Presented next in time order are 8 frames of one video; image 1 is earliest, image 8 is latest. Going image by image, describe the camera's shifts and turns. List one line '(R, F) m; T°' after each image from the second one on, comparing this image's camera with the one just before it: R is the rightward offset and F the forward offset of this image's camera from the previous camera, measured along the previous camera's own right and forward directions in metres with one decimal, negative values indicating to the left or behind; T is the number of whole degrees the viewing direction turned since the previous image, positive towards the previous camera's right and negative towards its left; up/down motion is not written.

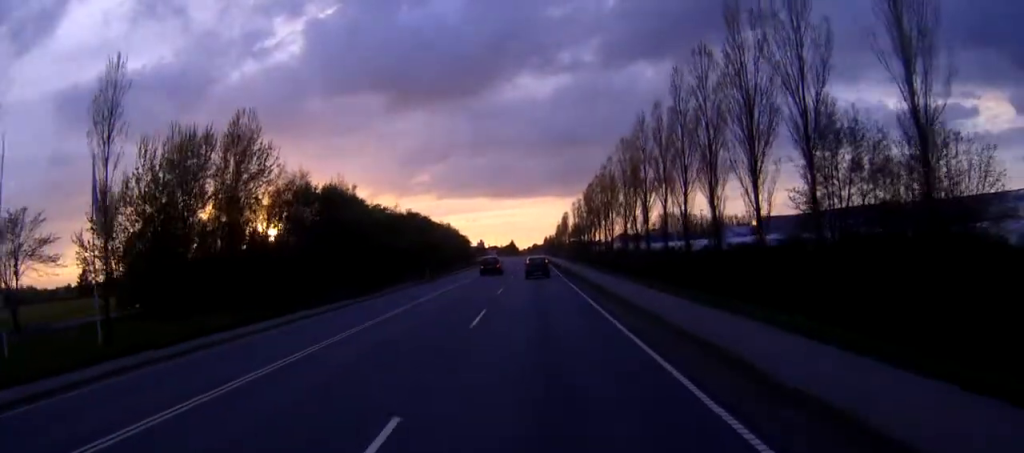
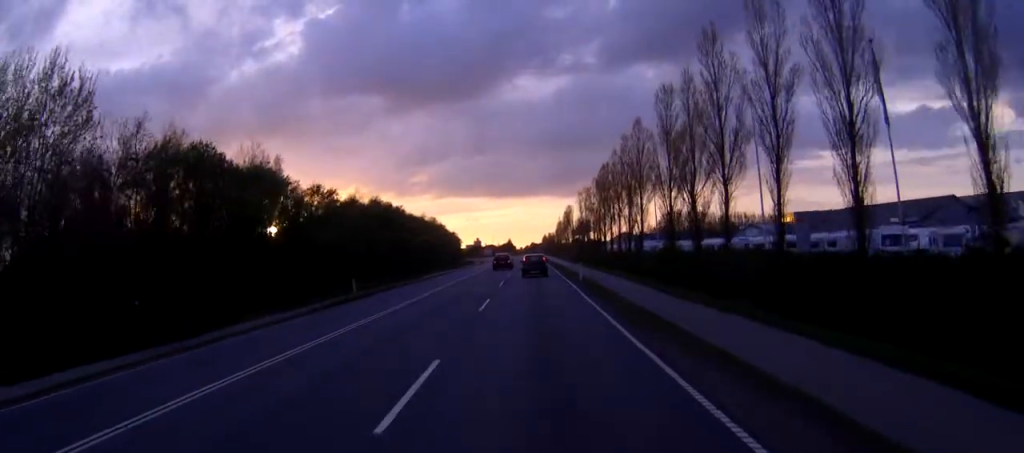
(-0.1, +26.1) m; 0°
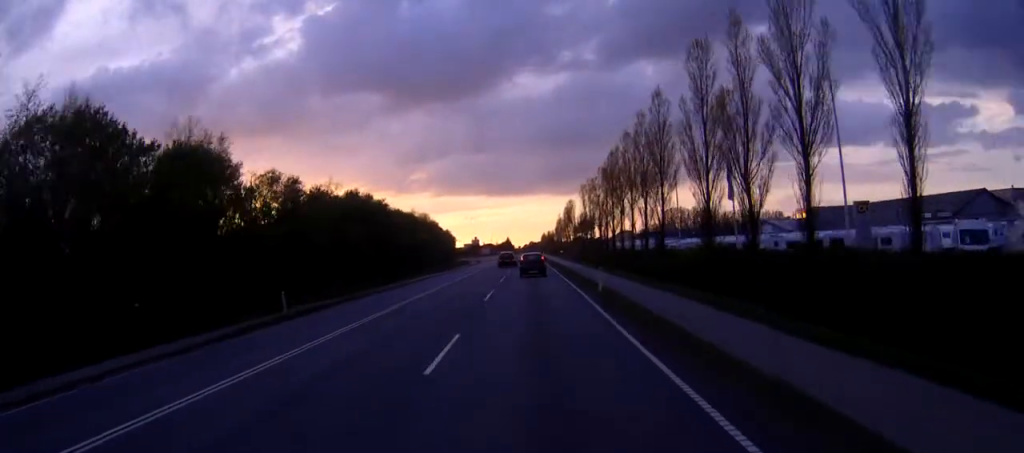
(0.0, +11.3) m; 0°
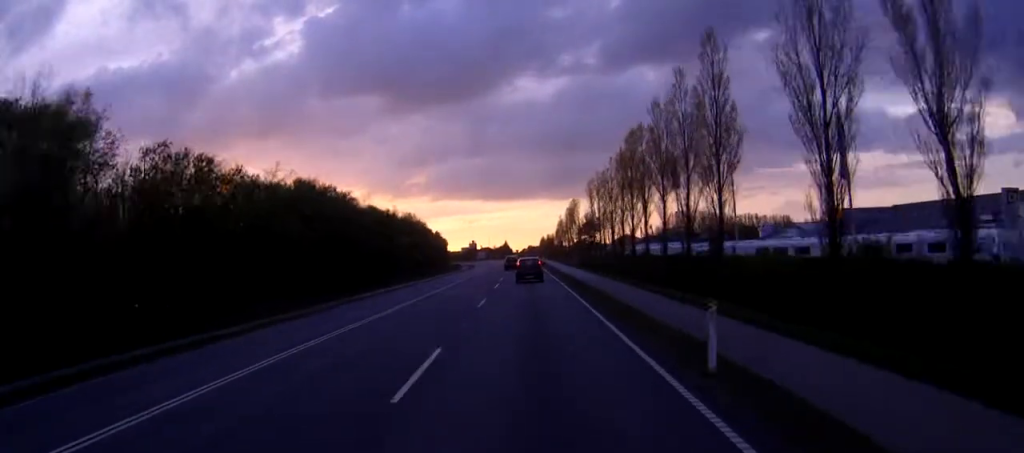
(0.0, +17.2) m; 0°
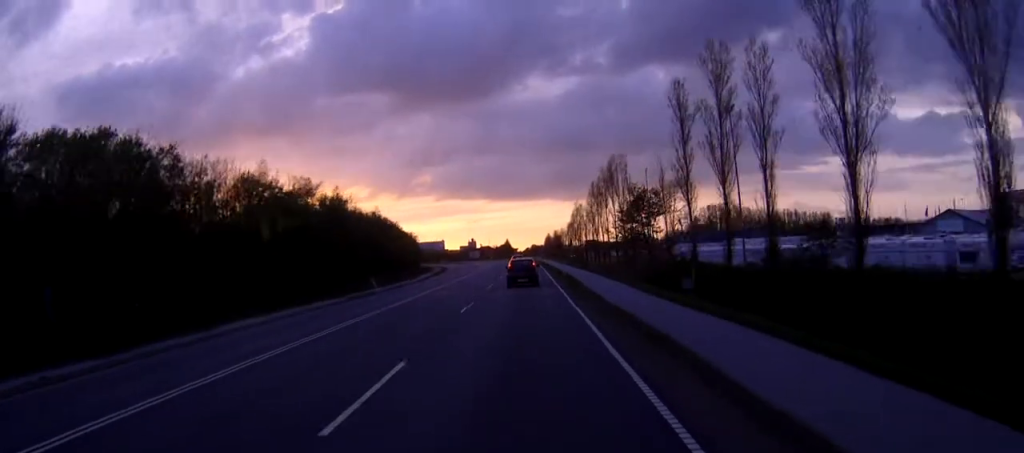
(-0.3, +62.2) m; -1°
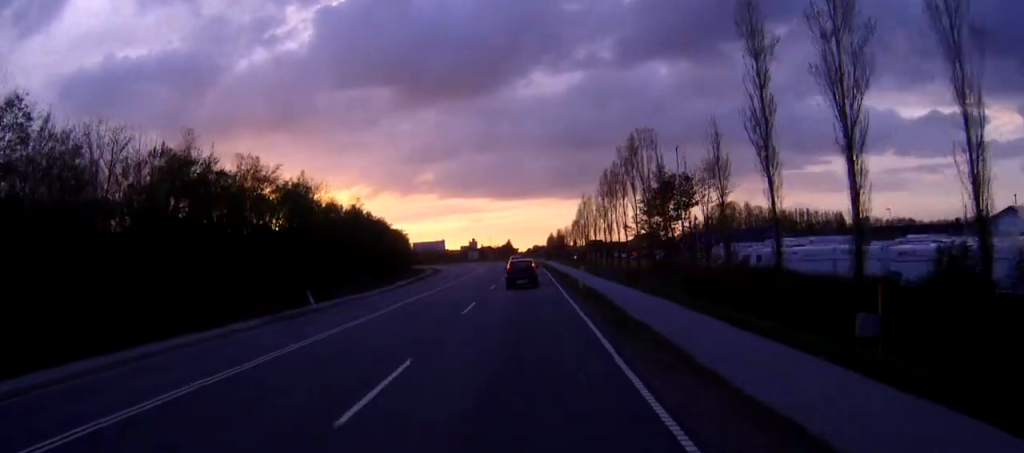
(-0.1, +14.6) m; 0°
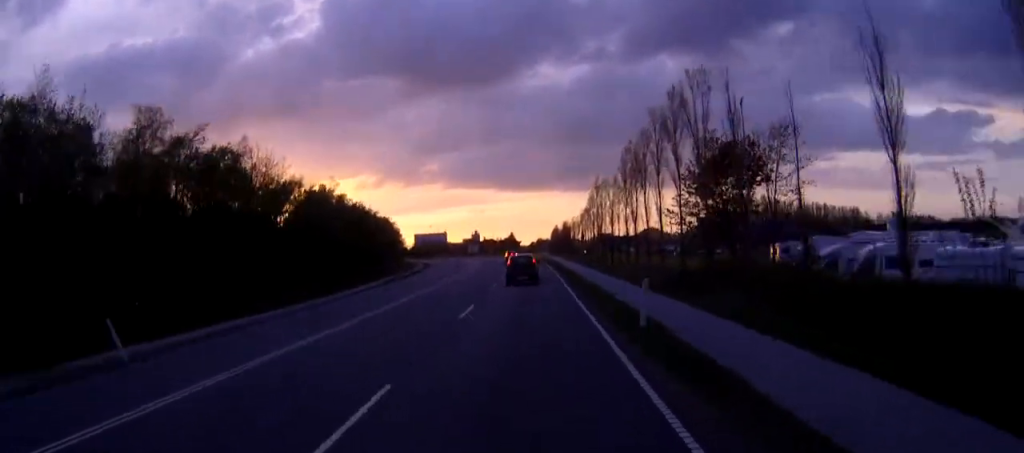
(0.0, +17.5) m; 0°
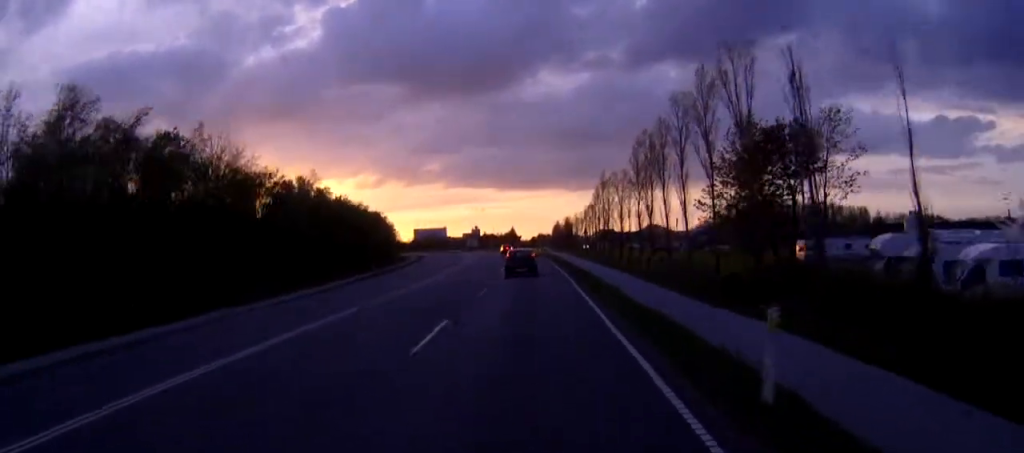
(0.0, +8.6) m; 0°
